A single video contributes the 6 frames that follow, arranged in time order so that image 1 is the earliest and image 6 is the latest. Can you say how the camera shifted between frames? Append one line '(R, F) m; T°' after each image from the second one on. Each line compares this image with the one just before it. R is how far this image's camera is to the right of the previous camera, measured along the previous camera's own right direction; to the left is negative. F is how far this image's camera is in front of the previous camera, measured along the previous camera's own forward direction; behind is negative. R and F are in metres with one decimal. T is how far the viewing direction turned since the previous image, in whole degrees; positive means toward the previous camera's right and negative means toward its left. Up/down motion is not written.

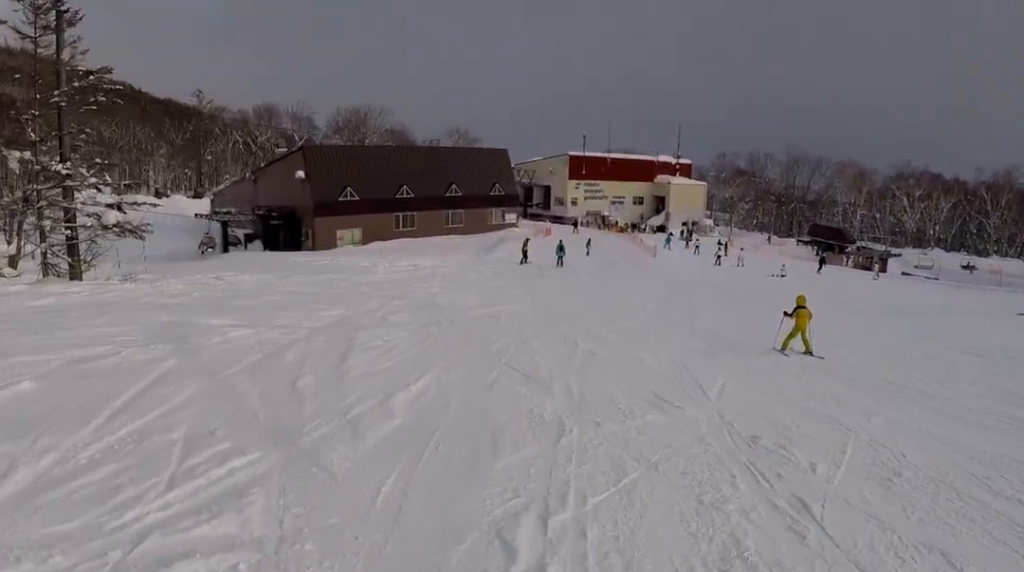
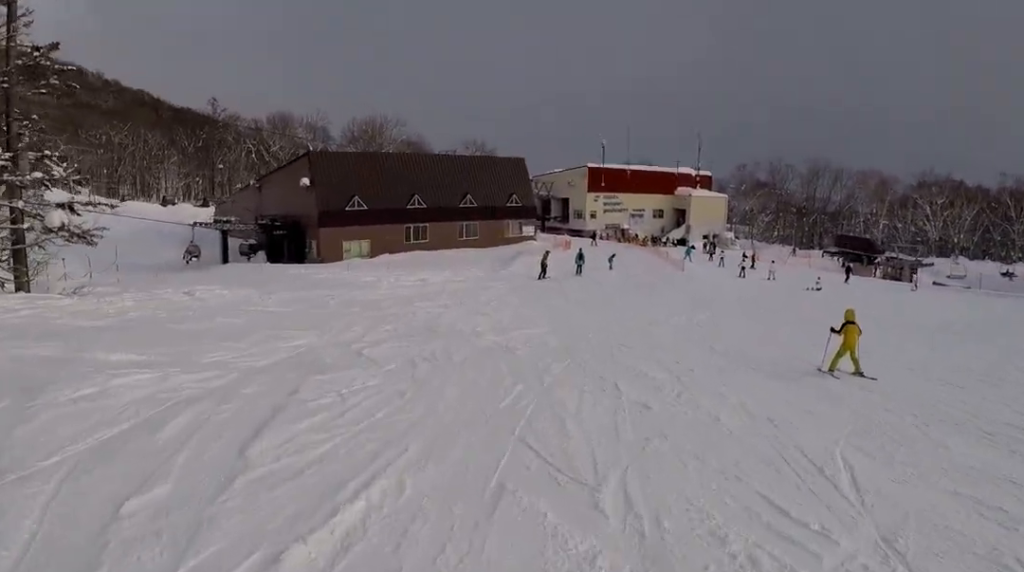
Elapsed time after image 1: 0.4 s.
(+0.1, +3.9) m; +1°
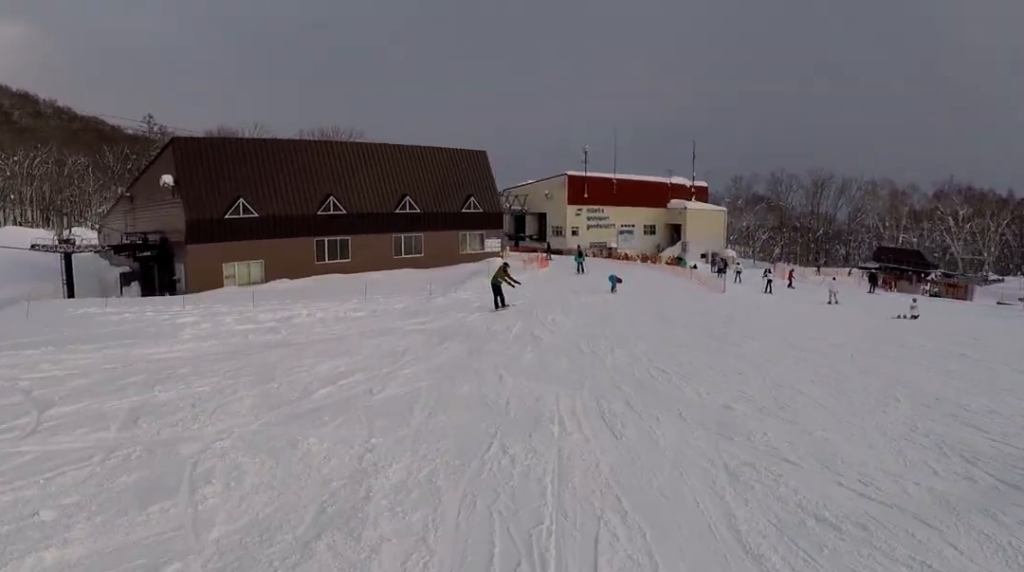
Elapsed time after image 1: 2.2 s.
(0.0, +16.9) m; 0°
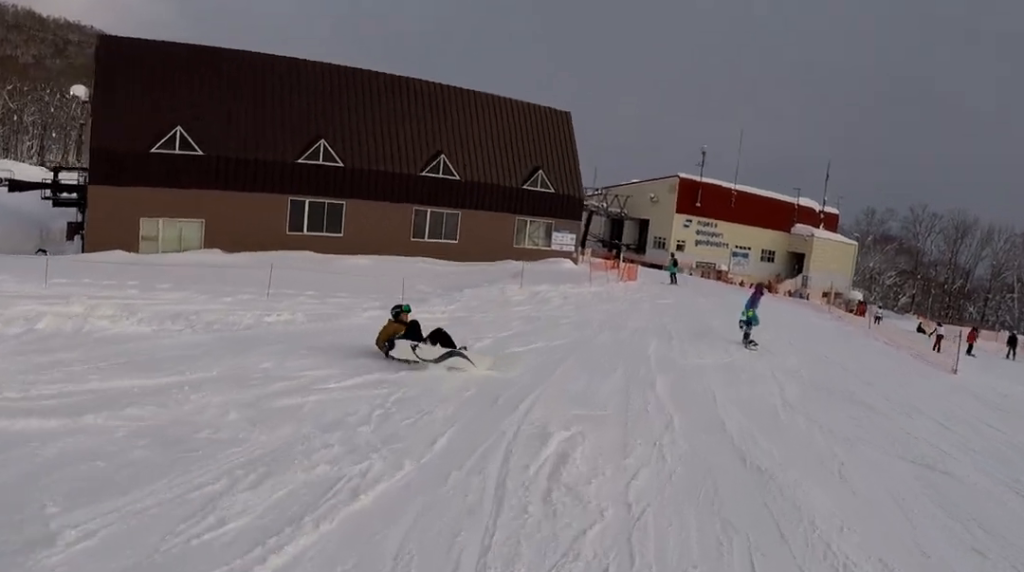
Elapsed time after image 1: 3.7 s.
(0.0, +14.5) m; -1°
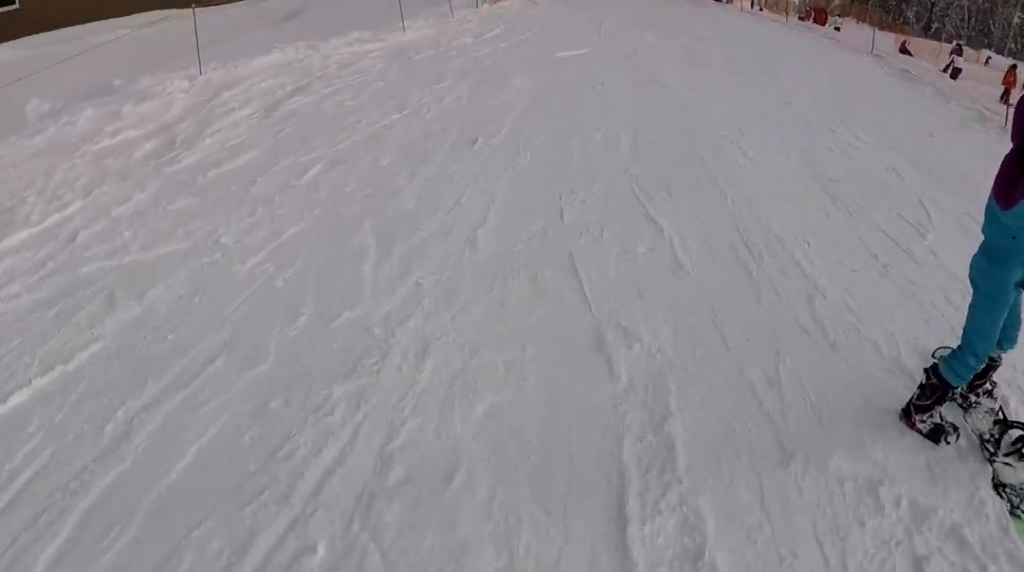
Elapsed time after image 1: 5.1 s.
(-0.4, +11.7) m; -1°
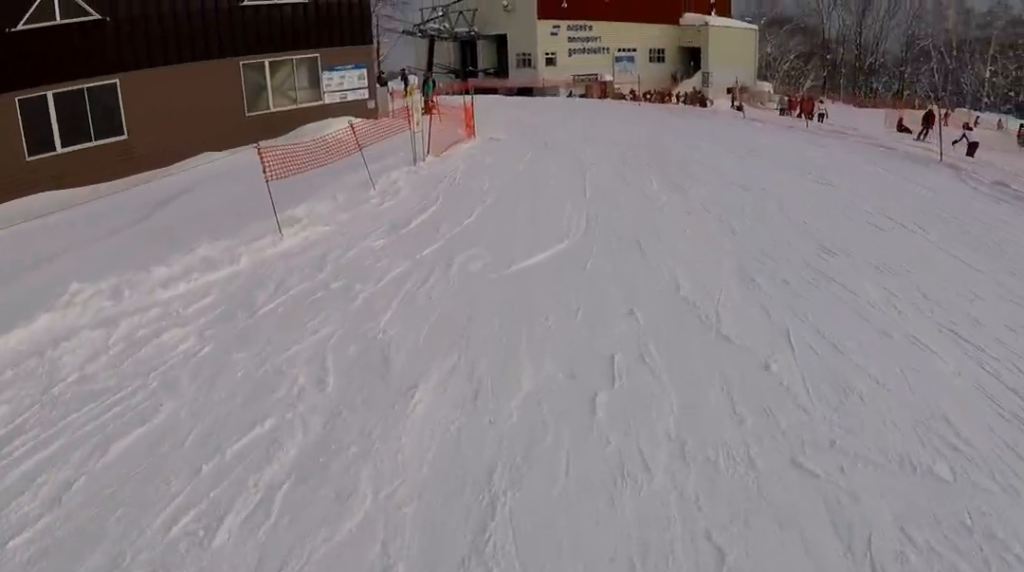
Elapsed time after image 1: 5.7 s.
(+0.2, +4.3) m; +5°
